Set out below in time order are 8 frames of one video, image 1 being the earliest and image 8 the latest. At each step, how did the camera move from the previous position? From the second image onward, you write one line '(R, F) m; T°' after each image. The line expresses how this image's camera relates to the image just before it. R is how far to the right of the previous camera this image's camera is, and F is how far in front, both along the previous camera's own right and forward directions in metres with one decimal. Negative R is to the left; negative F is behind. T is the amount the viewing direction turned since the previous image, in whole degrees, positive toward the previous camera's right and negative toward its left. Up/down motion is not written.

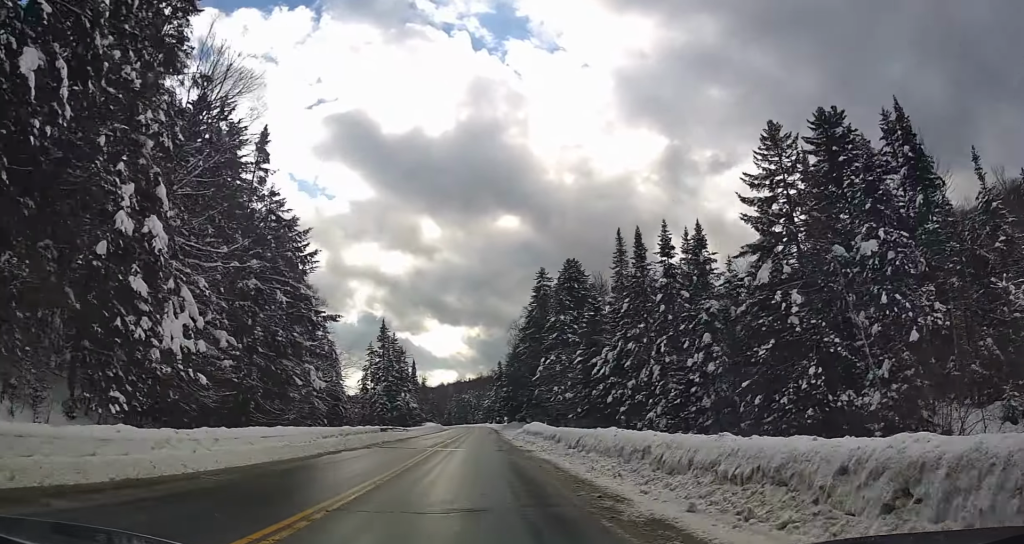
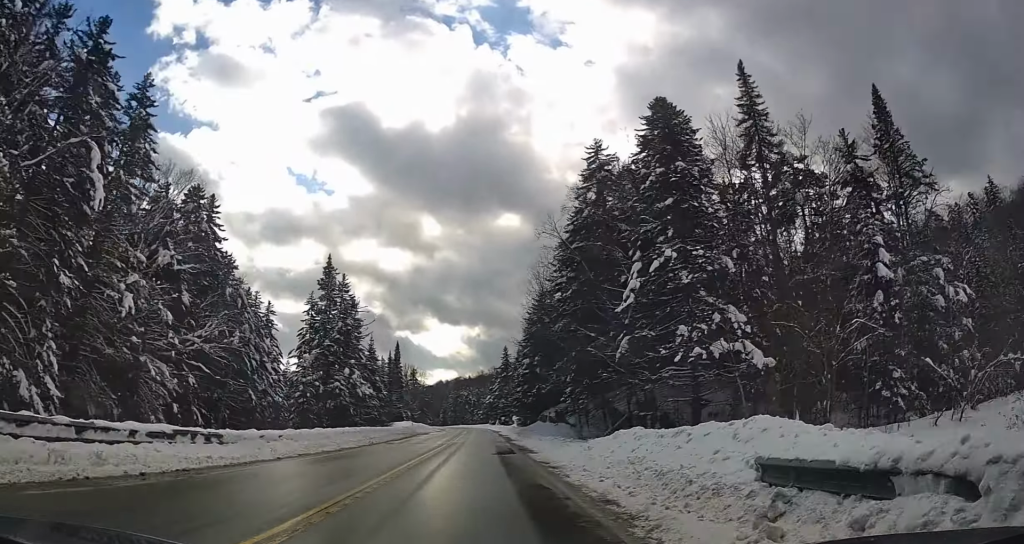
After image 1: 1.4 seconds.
(+0.2, +38.9) m; 0°
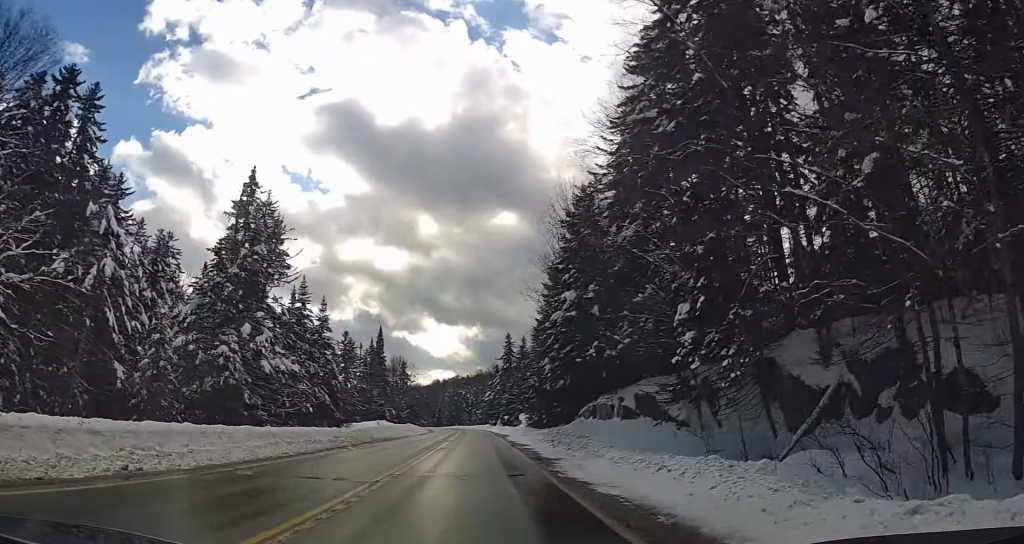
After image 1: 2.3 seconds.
(-0.3, +23.4) m; 0°
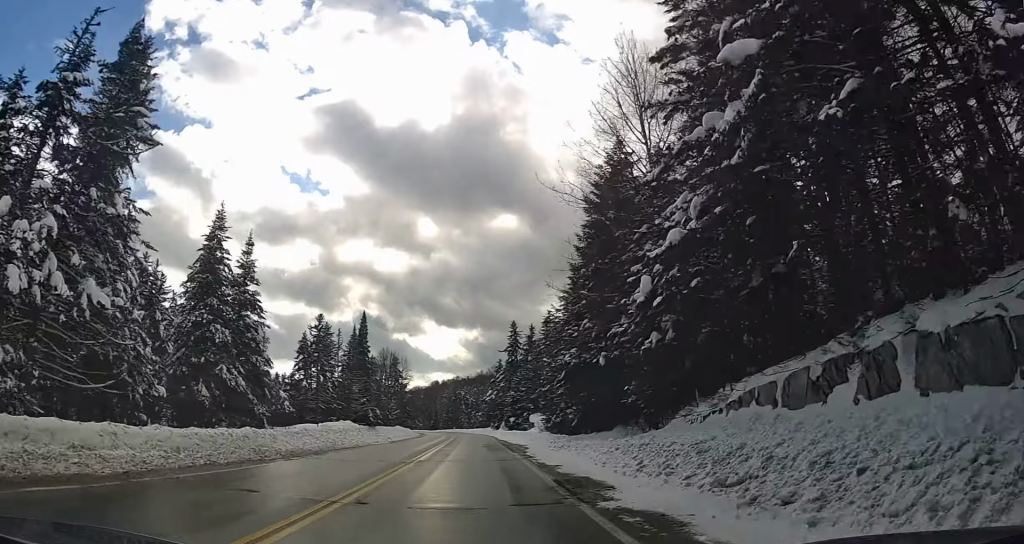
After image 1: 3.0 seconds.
(+0.2, +18.7) m; +1°
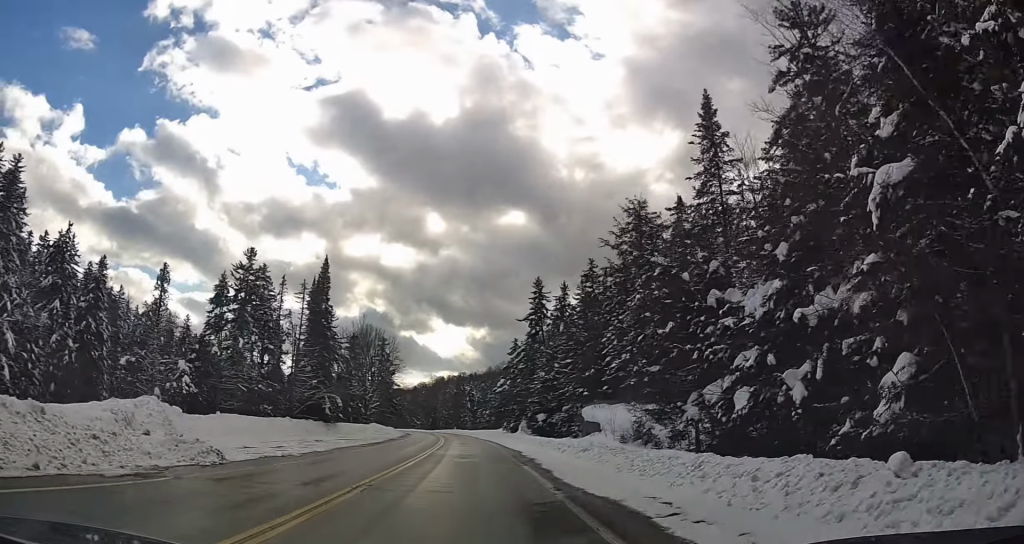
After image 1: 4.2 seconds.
(+0.4, +32.9) m; 0°
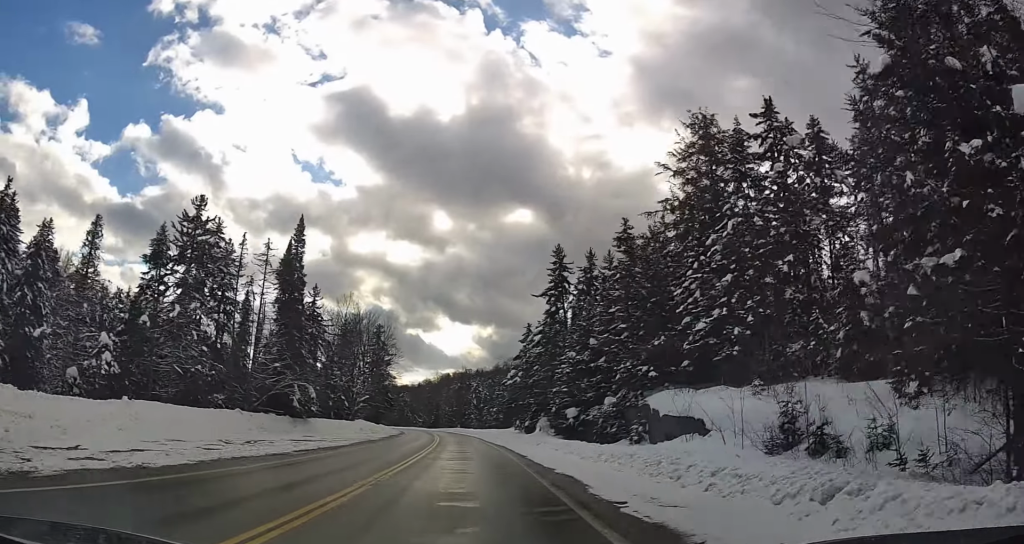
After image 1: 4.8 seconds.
(-0.3, +14.0) m; 0°
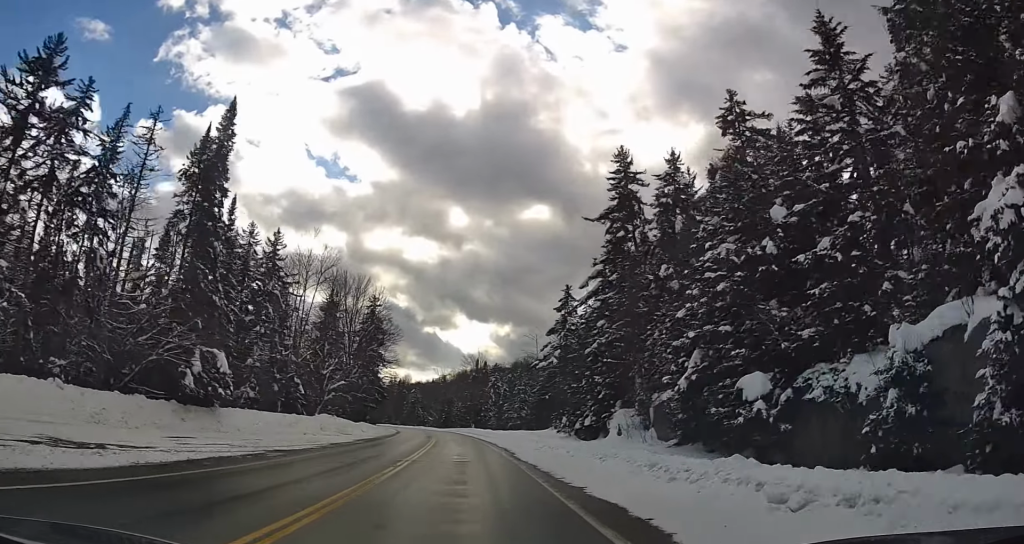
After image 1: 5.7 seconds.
(0.0, +23.6) m; 0°
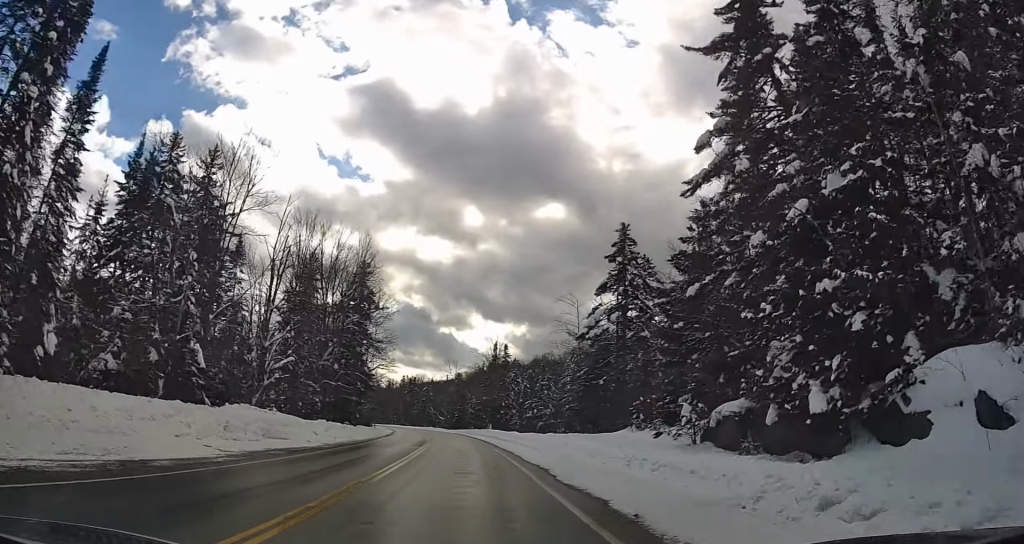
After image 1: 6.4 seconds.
(+0.1, +20.1) m; -1°
